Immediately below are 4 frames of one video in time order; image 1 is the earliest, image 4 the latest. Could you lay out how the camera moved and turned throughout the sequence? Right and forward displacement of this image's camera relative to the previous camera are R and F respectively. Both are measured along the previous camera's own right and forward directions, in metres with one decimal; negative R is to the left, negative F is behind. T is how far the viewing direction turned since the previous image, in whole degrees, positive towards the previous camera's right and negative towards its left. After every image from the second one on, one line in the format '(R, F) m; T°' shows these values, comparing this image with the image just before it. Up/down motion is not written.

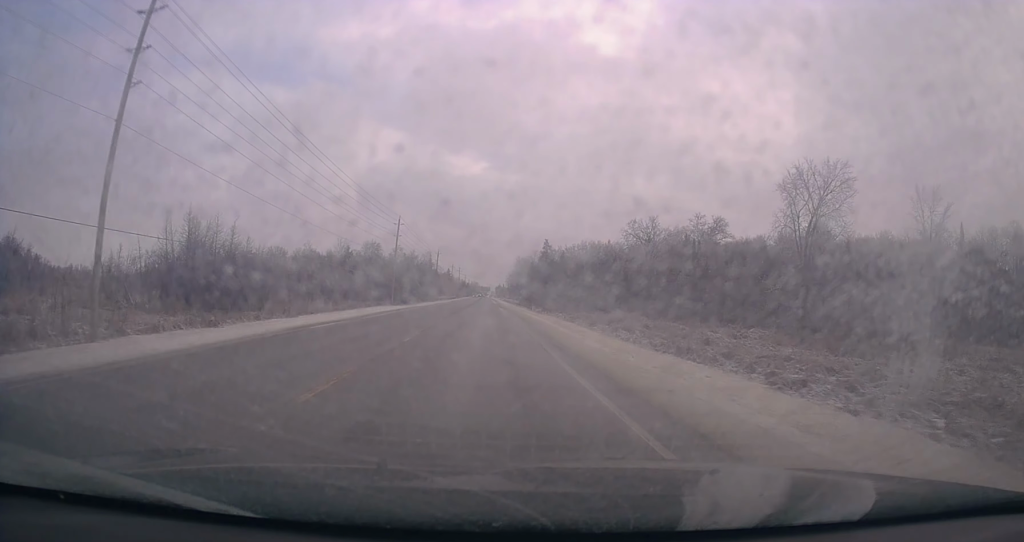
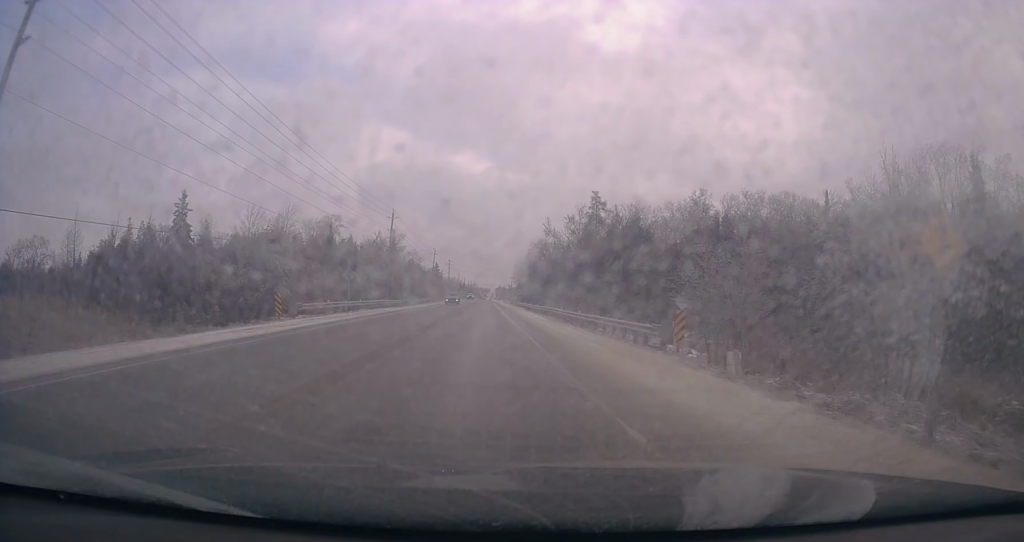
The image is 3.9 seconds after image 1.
(+0.3, +83.6) m; 0°
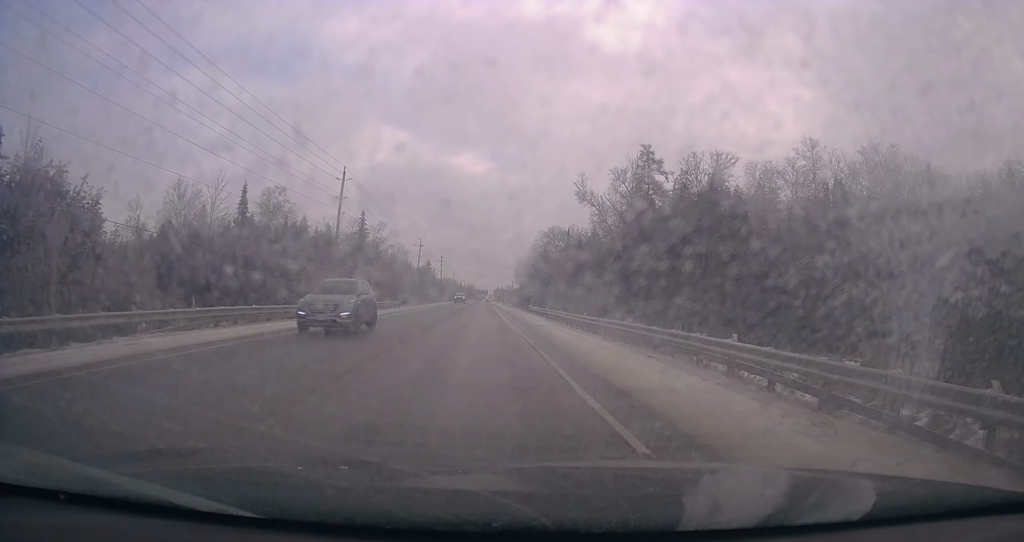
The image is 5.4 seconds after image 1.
(+1.0, +31.9) m; +1°
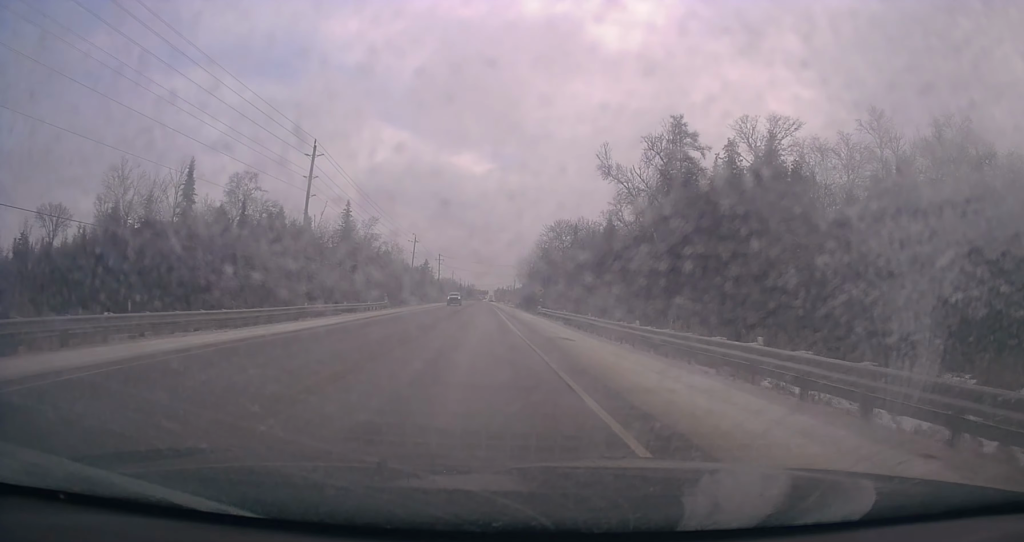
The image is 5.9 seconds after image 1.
(-0.4, +11.2) m; -1°
